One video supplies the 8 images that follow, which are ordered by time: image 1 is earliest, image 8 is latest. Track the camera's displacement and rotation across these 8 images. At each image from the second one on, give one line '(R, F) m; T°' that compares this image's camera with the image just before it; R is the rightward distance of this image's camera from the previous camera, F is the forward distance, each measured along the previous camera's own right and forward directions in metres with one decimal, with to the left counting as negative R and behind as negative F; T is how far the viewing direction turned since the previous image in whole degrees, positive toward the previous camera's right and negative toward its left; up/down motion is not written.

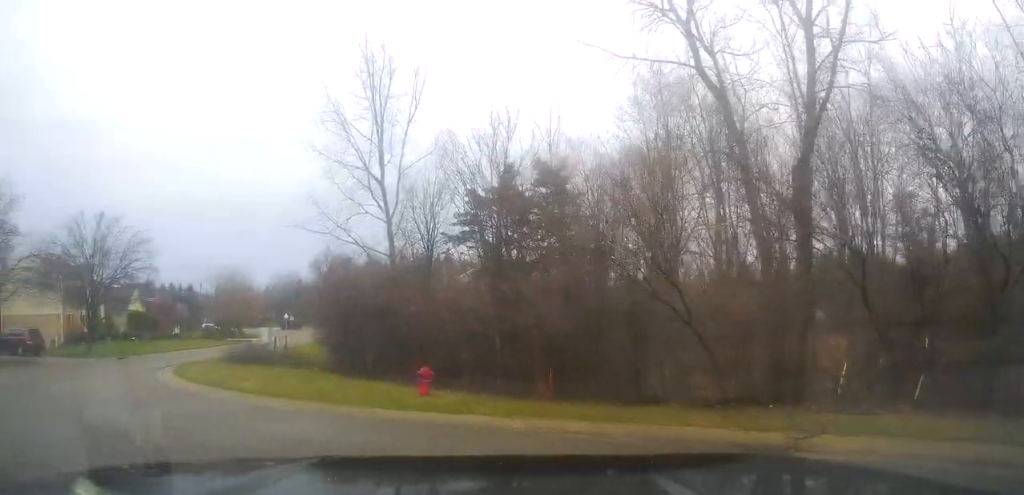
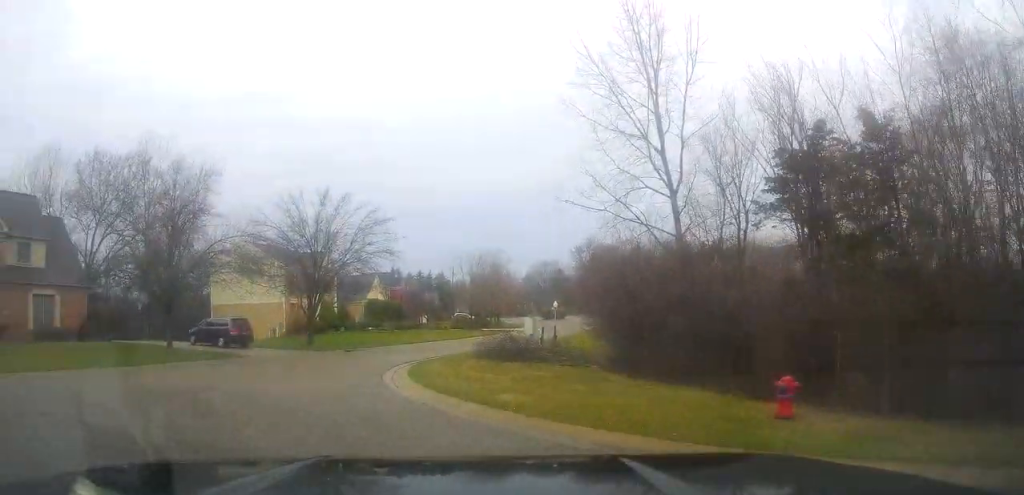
(-0.6, +4.1) m; -17°
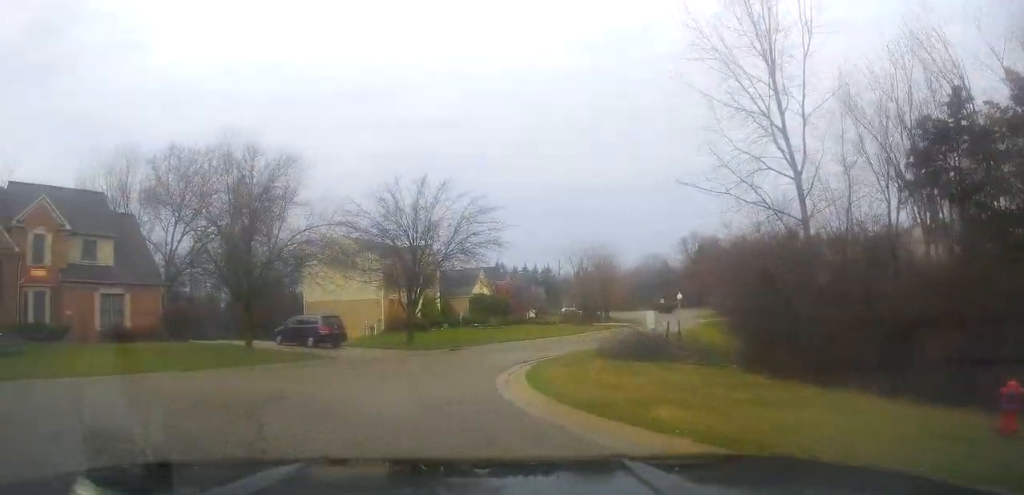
(-0.2, +2.5) m; -7°
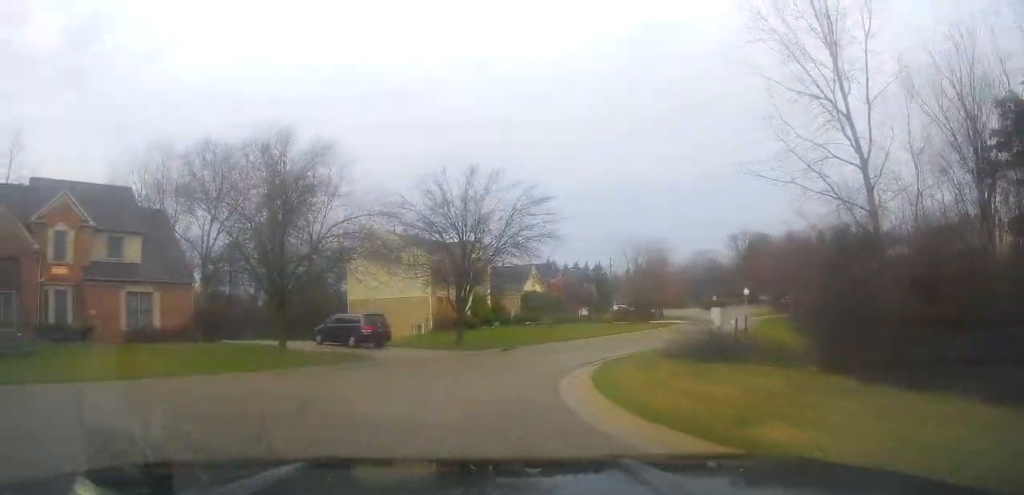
(-0.1, +2.0) m; -4°
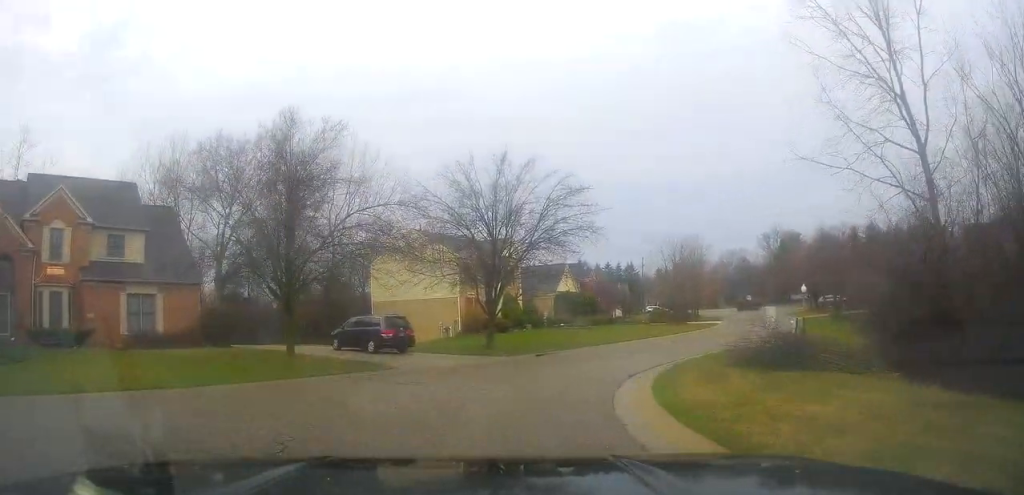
(0.0, +2.7) m; -4°
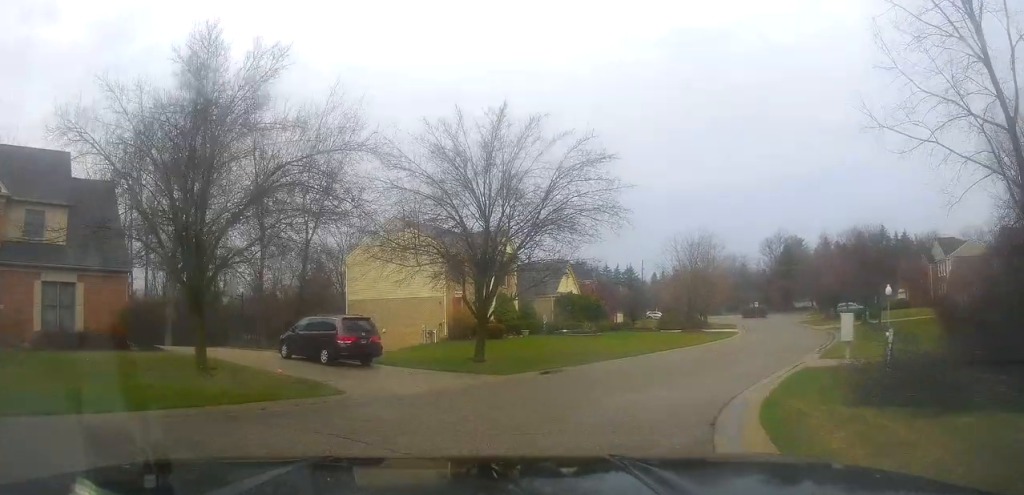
(-0.2, +6.8) m; +3°
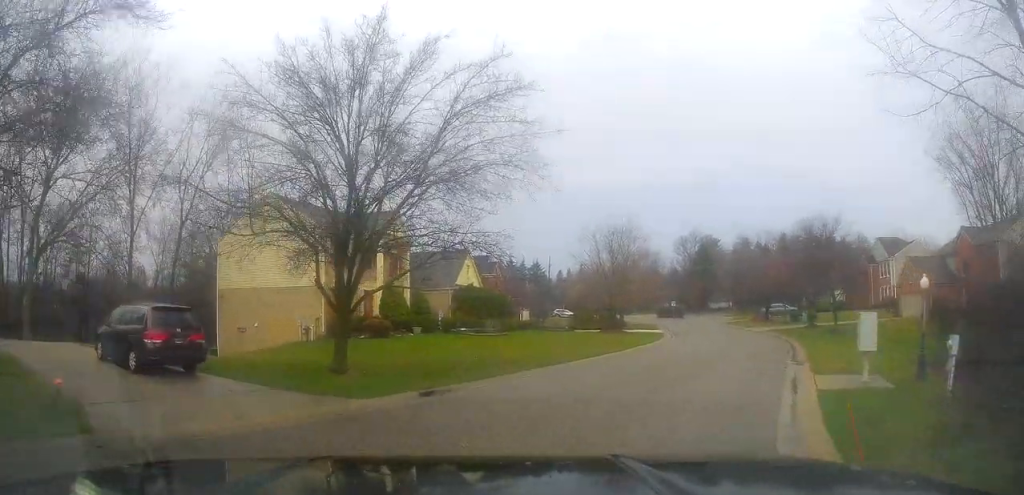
(+0.8, +6.7) m; +7°
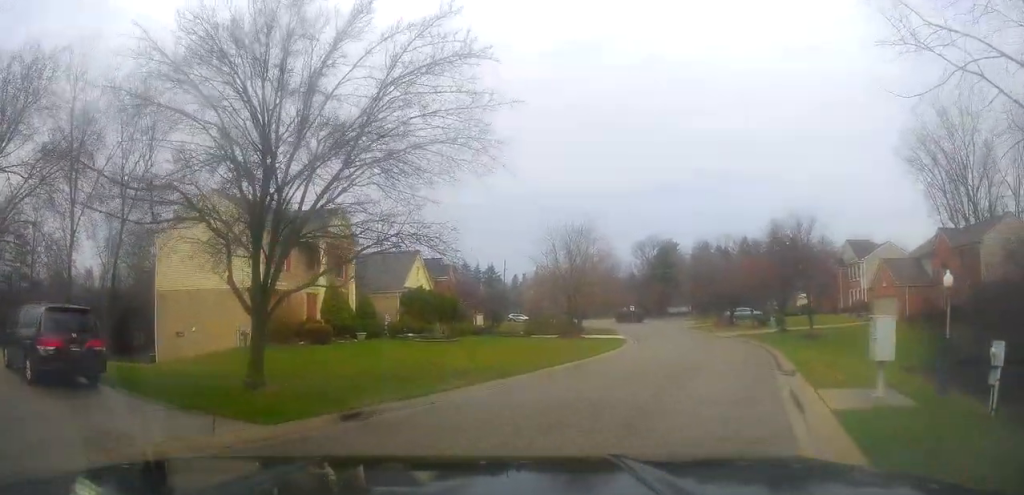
(+0.1, +2.5) m; +1°
